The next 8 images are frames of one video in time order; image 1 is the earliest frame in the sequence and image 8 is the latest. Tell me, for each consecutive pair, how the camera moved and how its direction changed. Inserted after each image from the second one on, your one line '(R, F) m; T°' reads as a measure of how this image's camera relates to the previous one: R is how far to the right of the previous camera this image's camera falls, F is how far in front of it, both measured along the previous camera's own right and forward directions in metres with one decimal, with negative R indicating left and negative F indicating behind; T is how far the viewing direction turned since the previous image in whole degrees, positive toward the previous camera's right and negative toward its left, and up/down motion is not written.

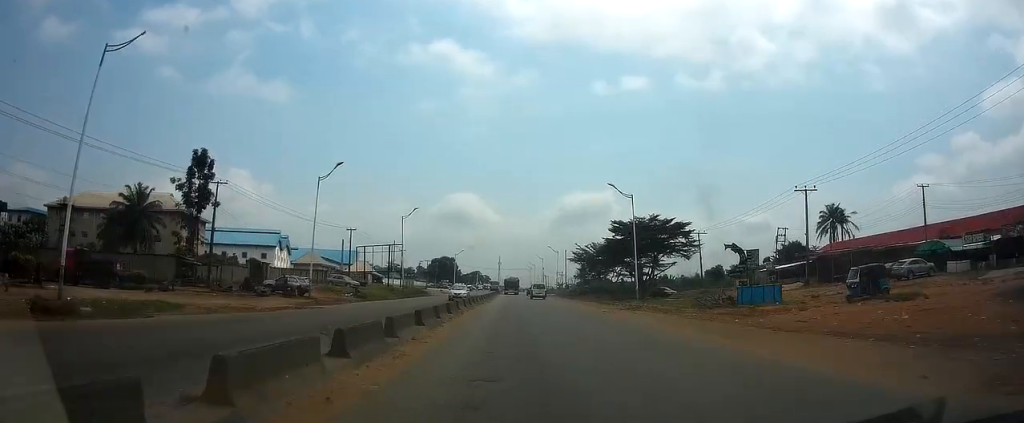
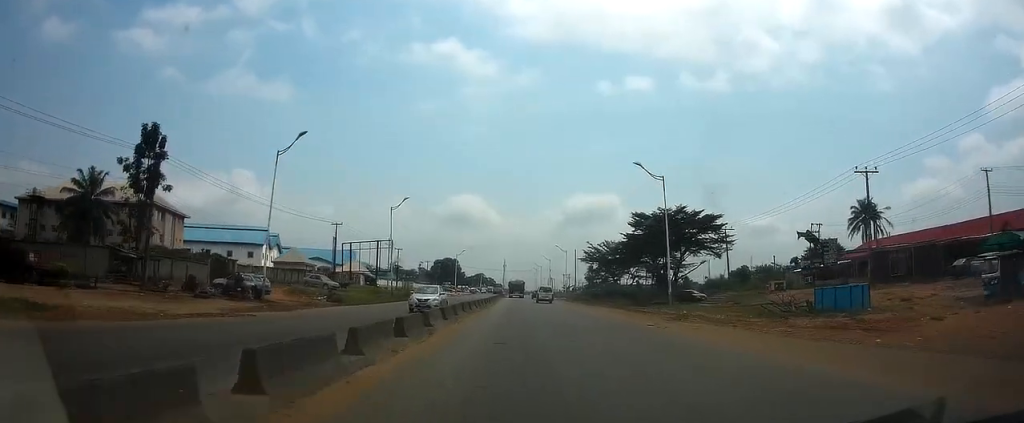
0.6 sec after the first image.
(-0.1, +10.4) m; 0°
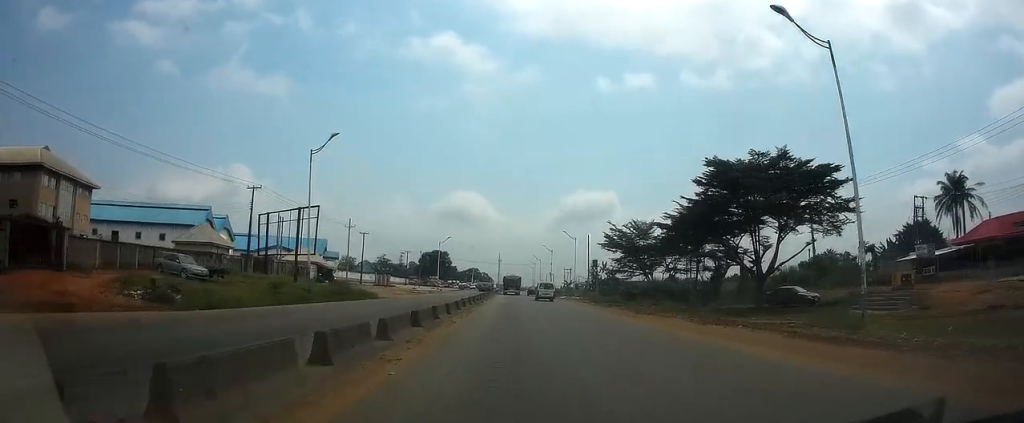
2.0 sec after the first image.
(0.0, +25.7) m; 0°
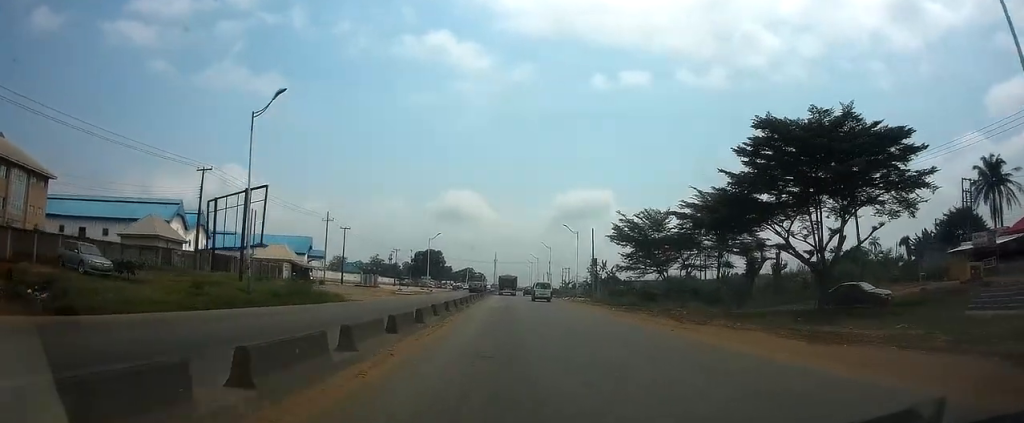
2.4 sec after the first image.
(+0.1, +8.7) m; 0°
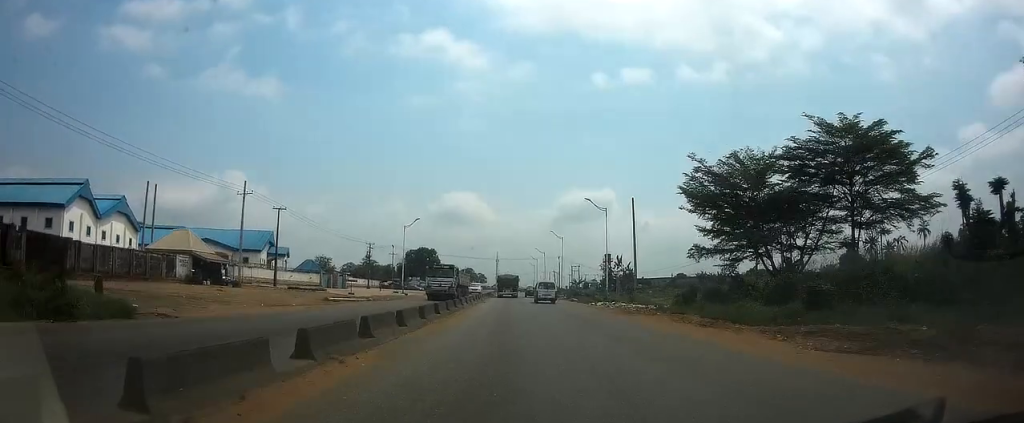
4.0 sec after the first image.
(+0.1, +26.9) m; 0°
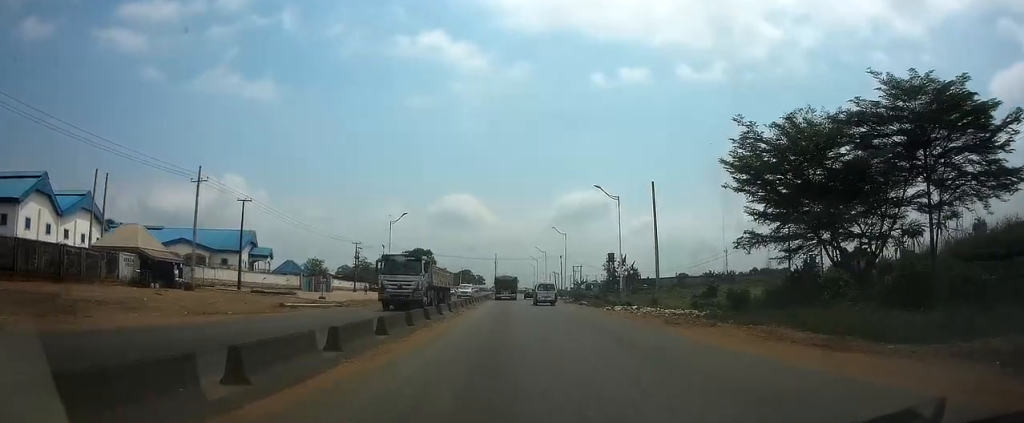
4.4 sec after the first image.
(0.0, +8.3) m; 0°
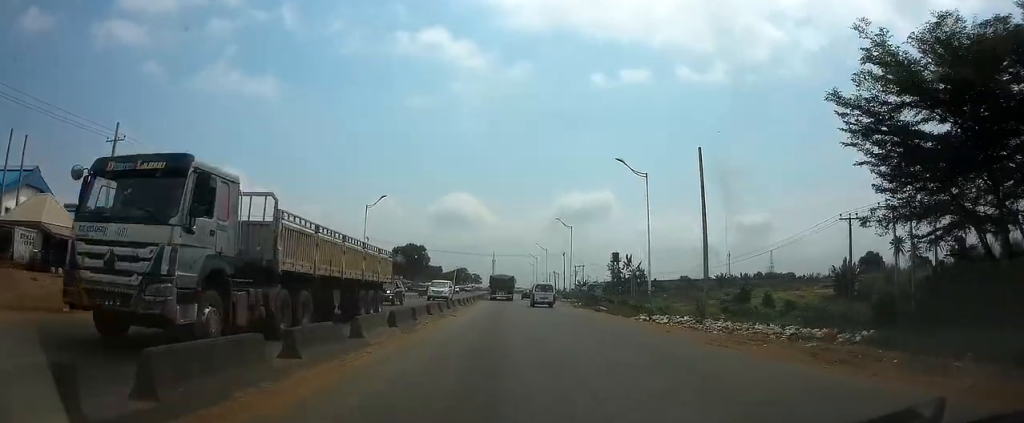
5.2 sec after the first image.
(0.0, +12.4) m; 0°
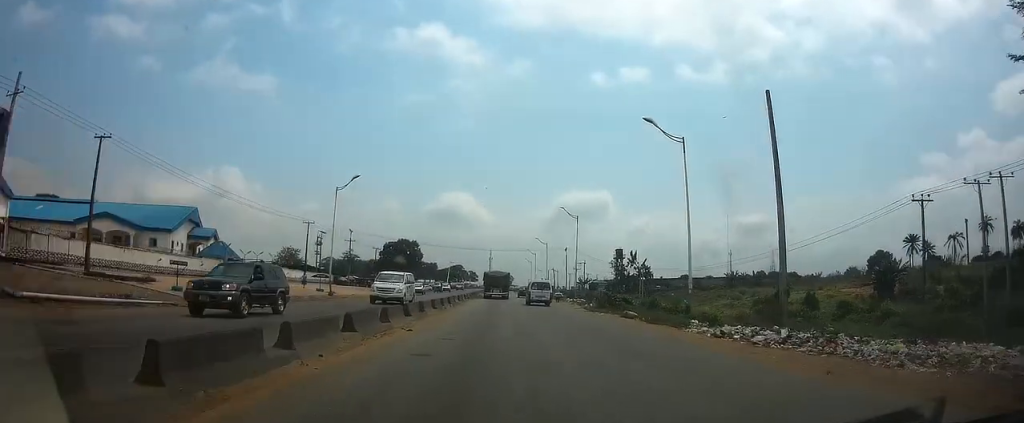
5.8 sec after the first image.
(0.0, +10.3) m; 0°
